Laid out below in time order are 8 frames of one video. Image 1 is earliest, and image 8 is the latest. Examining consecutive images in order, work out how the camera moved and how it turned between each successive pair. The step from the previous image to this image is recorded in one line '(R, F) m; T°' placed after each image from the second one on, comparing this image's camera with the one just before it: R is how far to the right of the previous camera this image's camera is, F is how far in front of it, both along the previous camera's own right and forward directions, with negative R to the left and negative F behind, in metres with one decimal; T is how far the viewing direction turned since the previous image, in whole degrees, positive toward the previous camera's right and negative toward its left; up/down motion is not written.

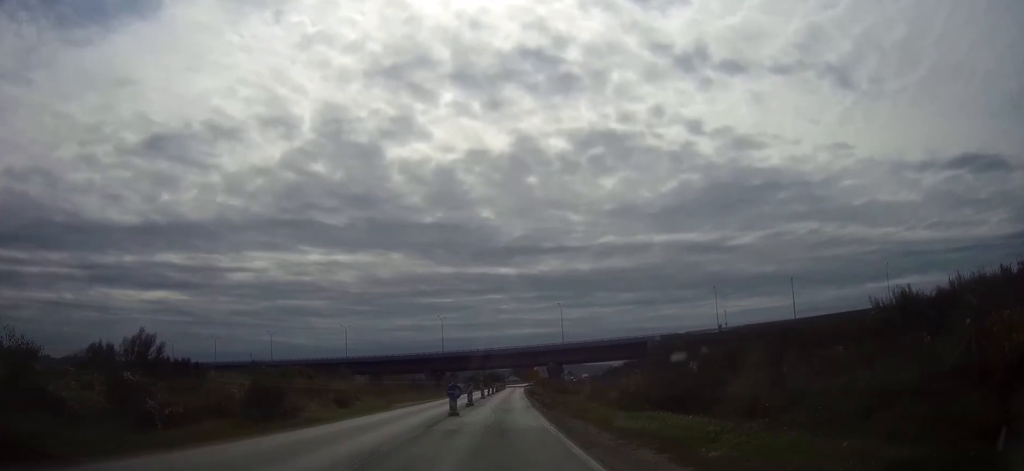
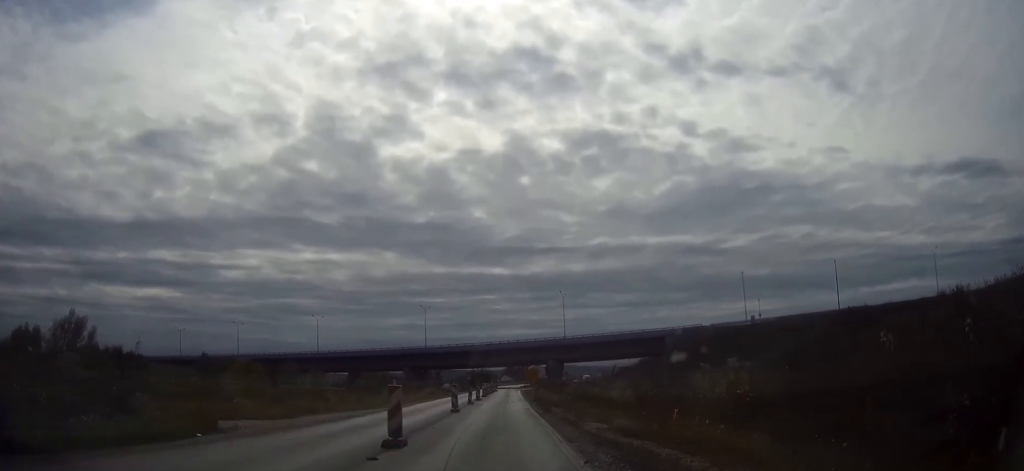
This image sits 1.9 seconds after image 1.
(+0.1, +25.9) m; 0°
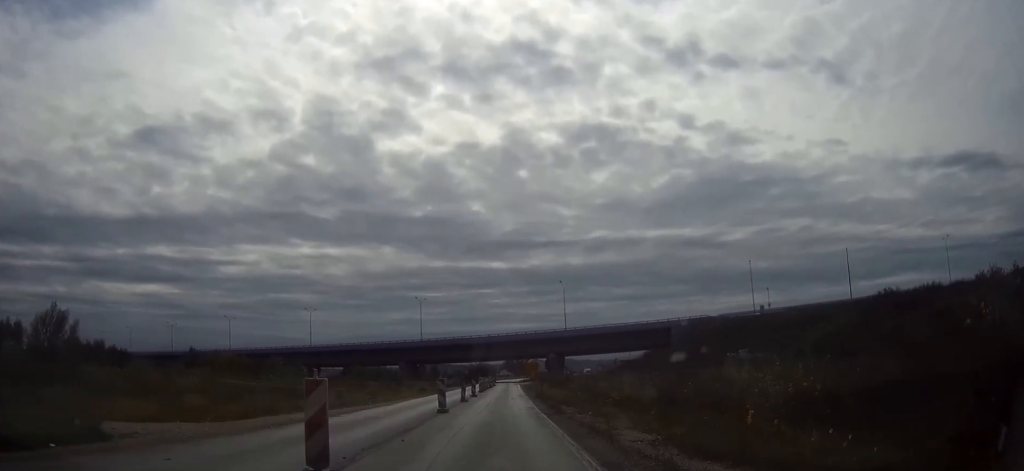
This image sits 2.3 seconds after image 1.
(0.0, +6.0) m; 0°
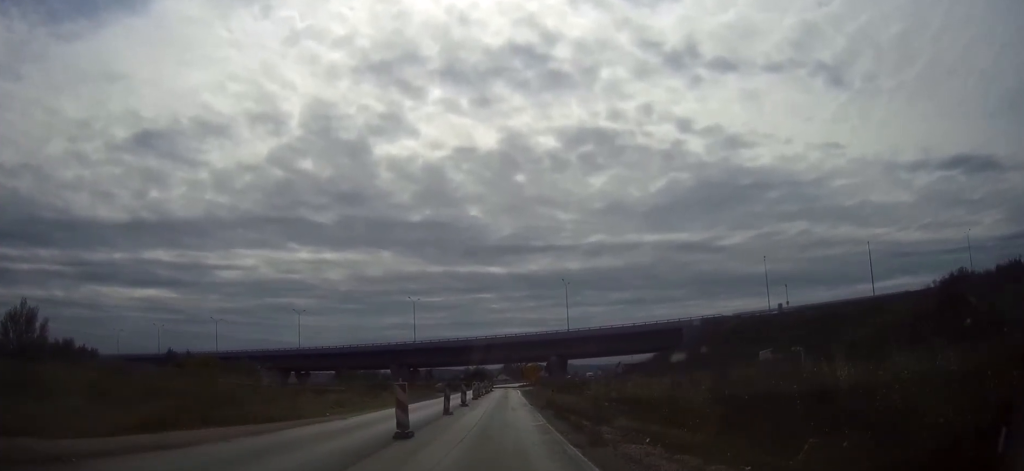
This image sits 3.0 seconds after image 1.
(+0.1, +9.5) m; 0°
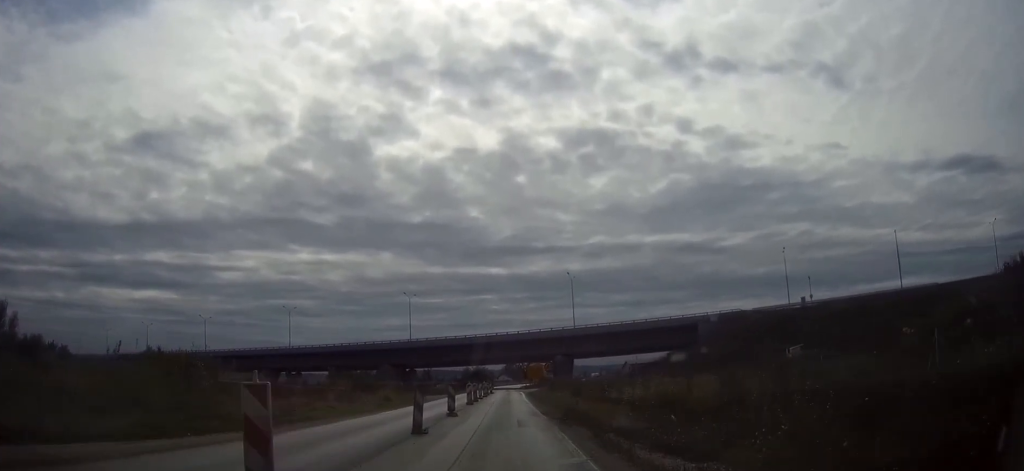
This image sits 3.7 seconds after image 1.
(0.0, +9.5) m; 0°
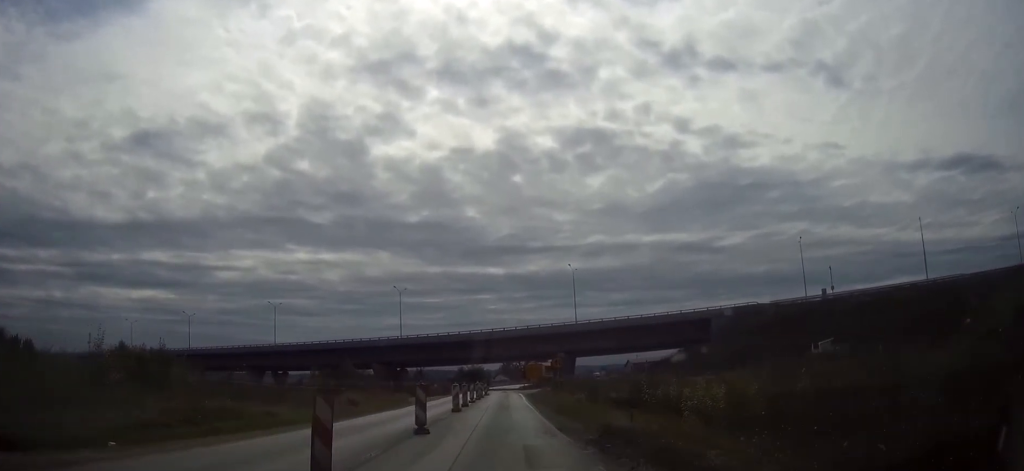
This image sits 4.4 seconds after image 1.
(-0.1, +9.0) m; 0°
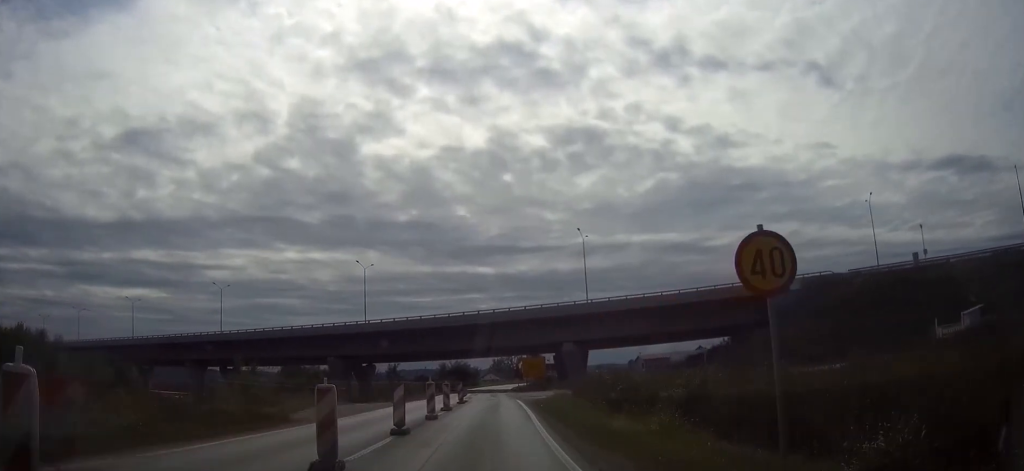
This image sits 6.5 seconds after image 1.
(+0.3, +28.3) m; +1°
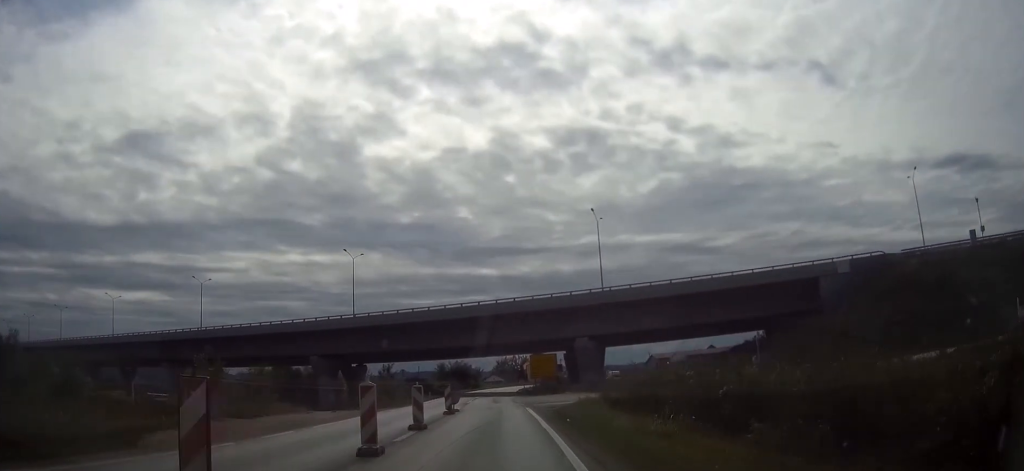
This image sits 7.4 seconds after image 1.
(0.0, +11.3) m; 0°
